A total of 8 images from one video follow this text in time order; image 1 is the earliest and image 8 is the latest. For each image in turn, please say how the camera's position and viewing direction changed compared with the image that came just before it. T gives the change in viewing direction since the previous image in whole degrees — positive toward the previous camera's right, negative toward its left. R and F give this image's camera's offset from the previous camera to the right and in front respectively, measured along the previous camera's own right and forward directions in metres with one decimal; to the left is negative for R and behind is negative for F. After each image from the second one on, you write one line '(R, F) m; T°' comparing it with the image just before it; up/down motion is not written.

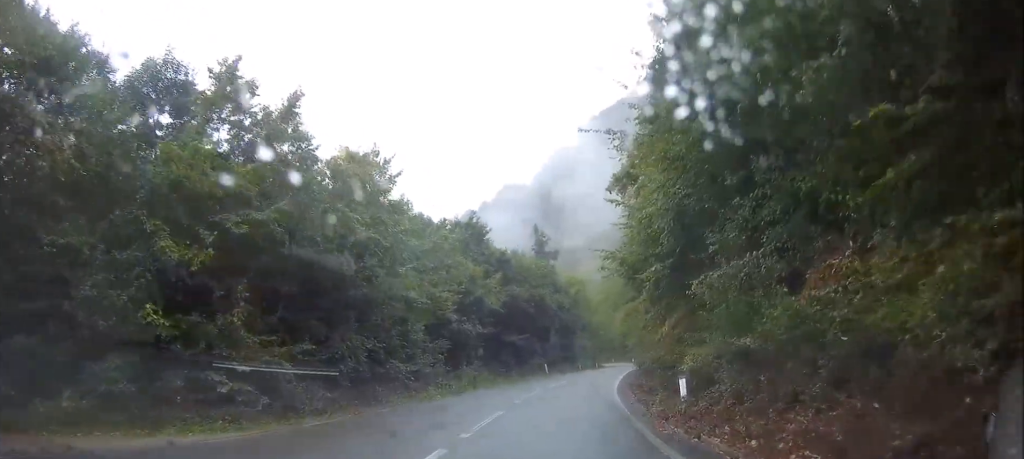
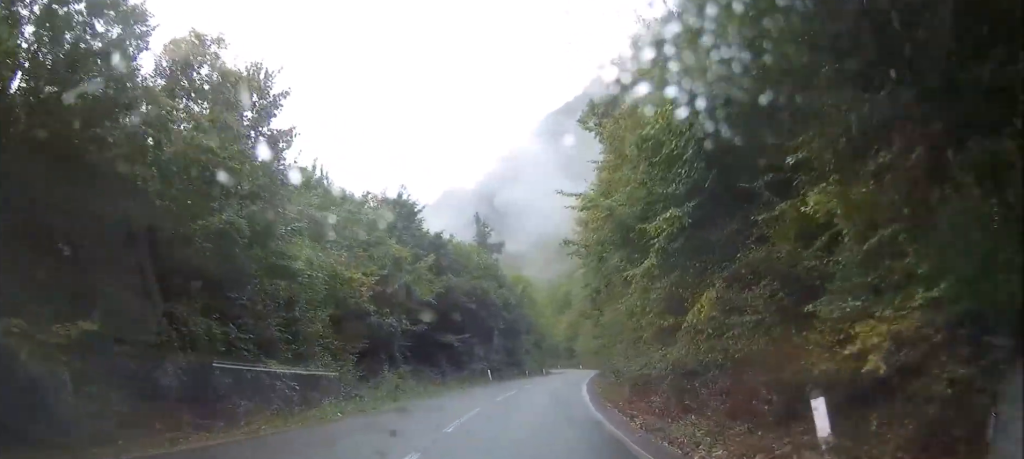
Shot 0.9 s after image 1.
(+0.3, +8.0) m; +5°
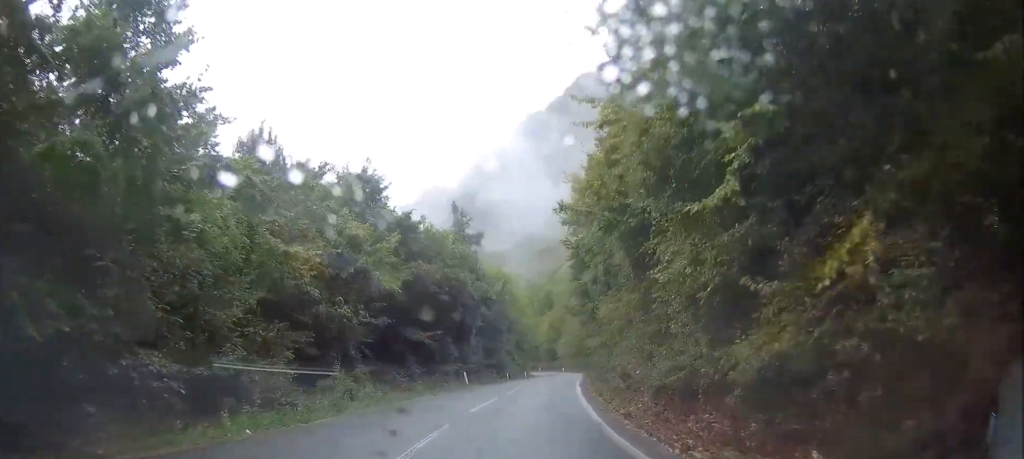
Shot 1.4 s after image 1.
(+0.2, +5.6) m; +2°
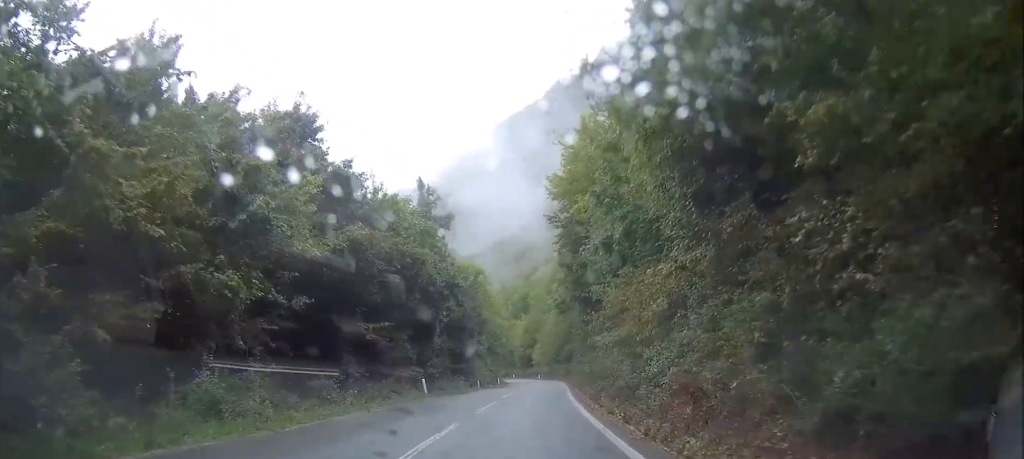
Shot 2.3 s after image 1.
(+0.3, +9.4) m; +1°
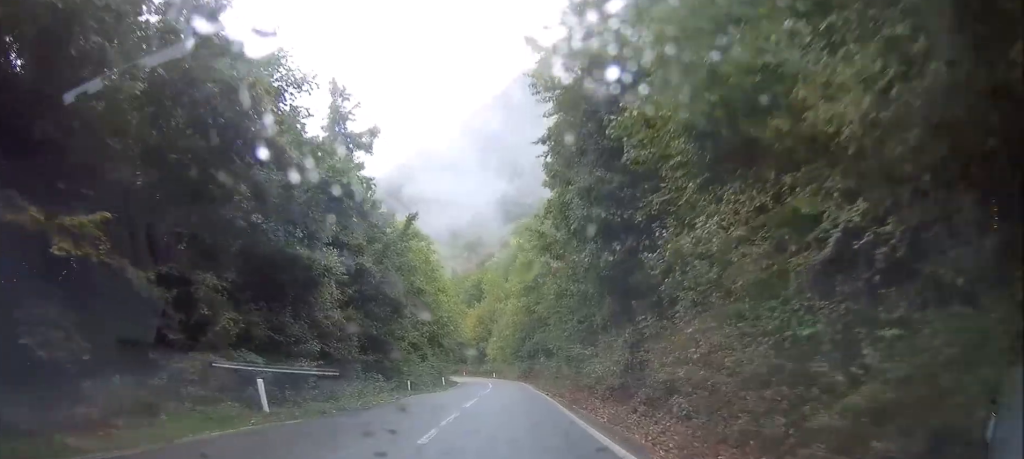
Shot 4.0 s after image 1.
(+0.1, +18.1) m; +2°
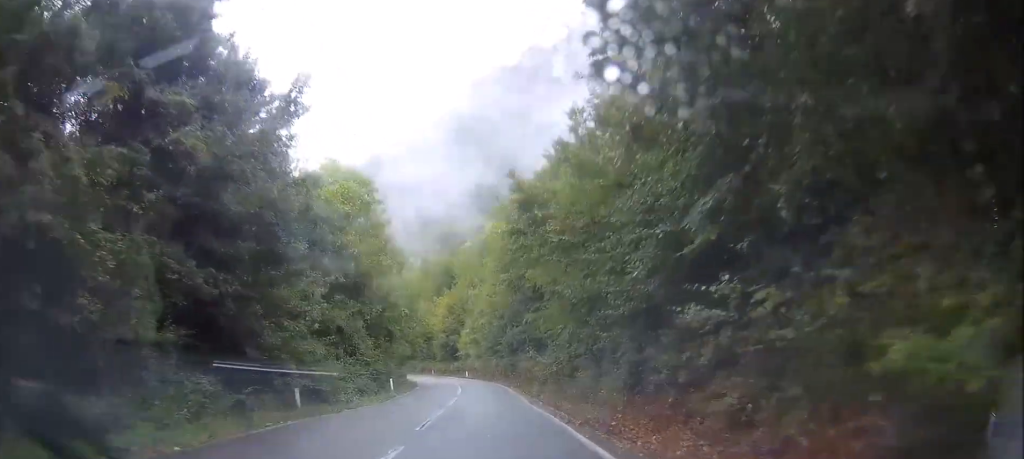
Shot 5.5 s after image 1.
(+0.4, +17.0) m; +1°
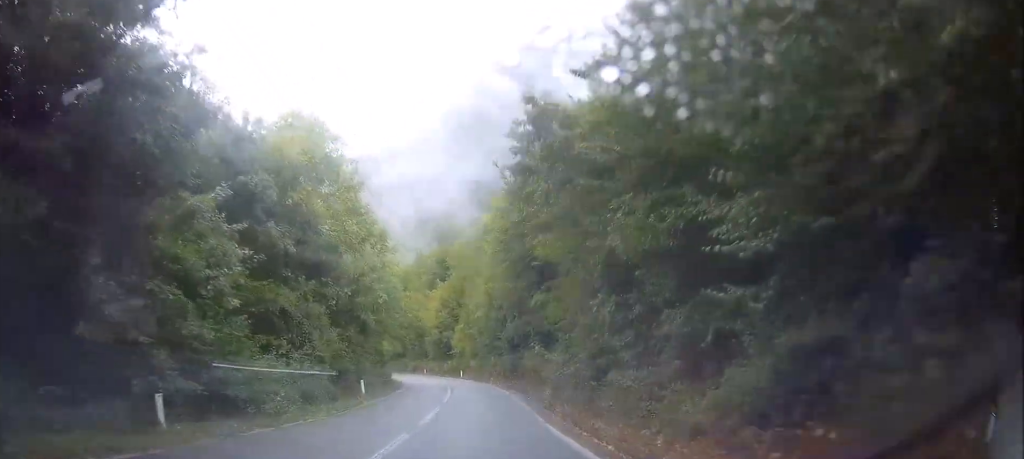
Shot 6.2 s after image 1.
(+0.1, +8.2) m; -1°
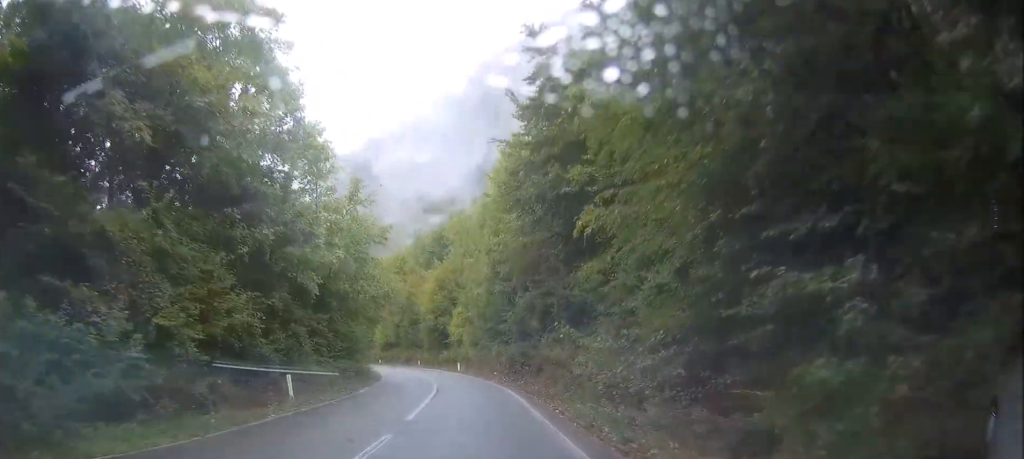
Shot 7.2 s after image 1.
(-0.3, +12.1) m; 0°
